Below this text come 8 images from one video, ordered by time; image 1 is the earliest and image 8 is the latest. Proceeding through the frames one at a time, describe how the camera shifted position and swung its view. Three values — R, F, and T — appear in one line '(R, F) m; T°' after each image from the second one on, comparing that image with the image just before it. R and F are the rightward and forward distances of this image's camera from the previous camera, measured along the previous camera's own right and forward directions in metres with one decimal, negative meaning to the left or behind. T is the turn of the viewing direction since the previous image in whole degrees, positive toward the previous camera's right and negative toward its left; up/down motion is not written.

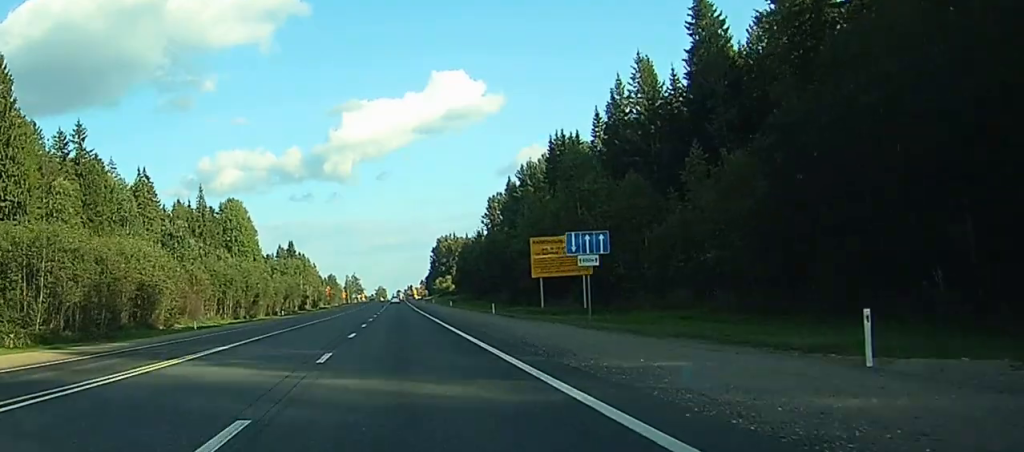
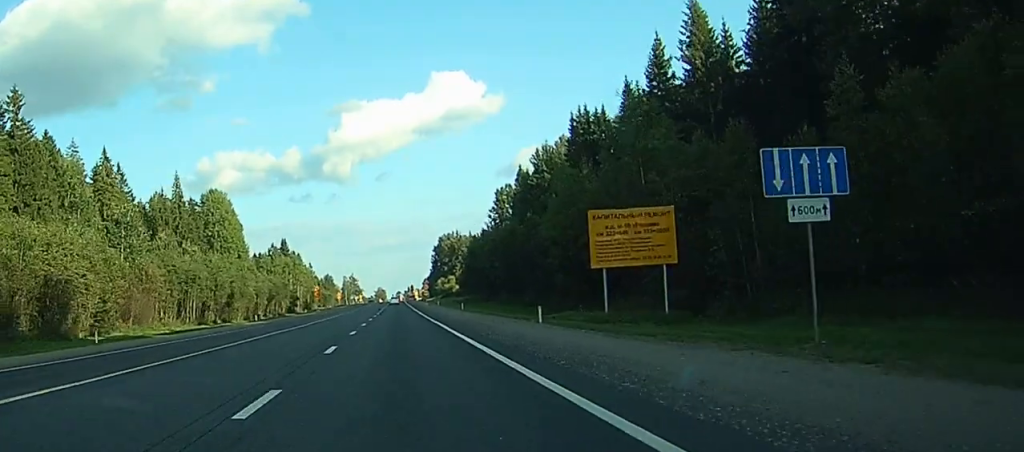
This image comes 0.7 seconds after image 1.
(+0.3, +20.4) m; -1°
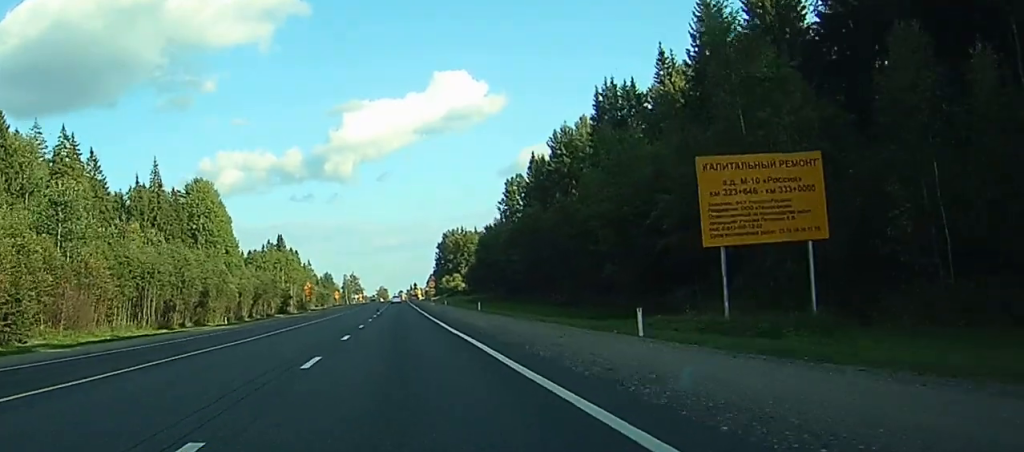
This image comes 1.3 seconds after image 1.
(-0.4, +16.7) m; 0°
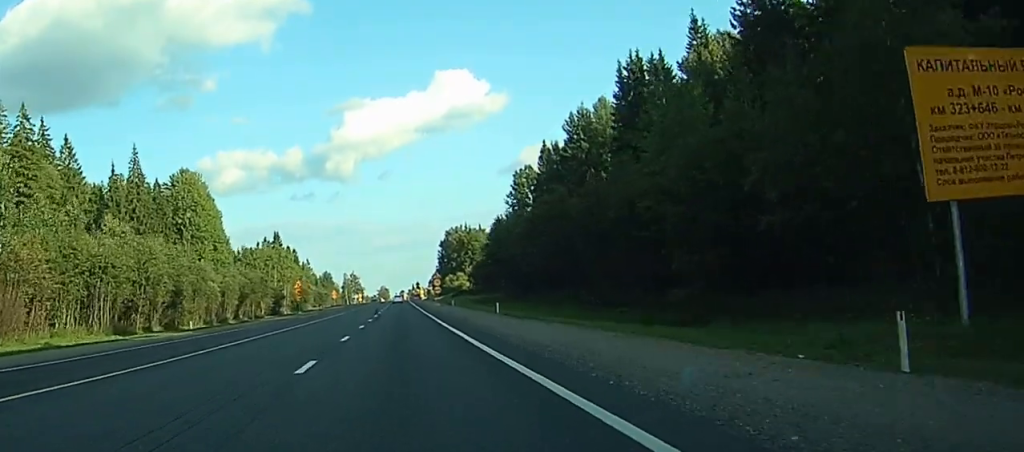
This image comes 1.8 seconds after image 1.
(-0.2, +13.0) m; 0°
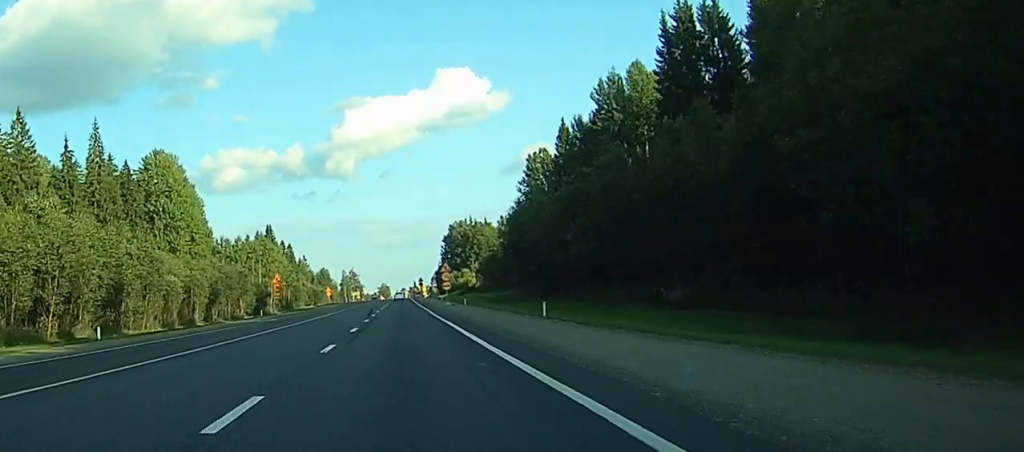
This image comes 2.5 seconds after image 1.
(+0.2, +19.4) m; +1°
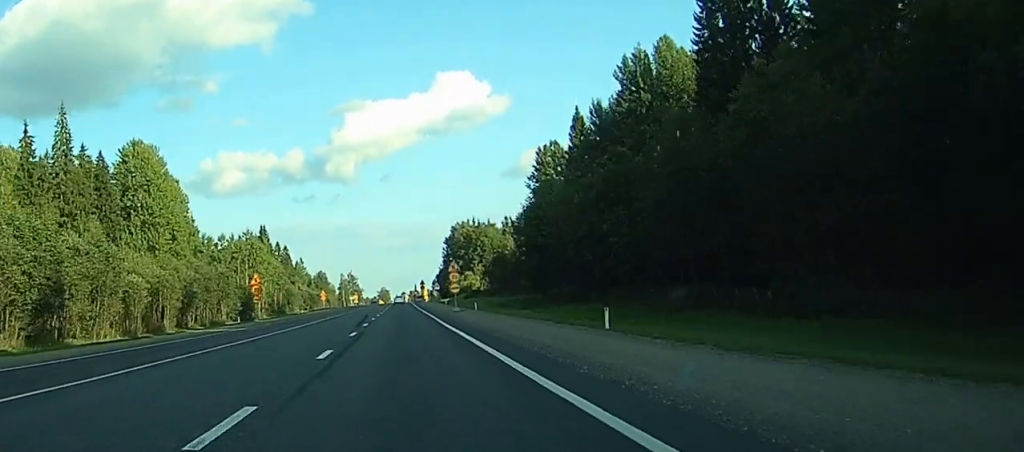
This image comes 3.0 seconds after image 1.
(0.0, +12.9) m; 0°
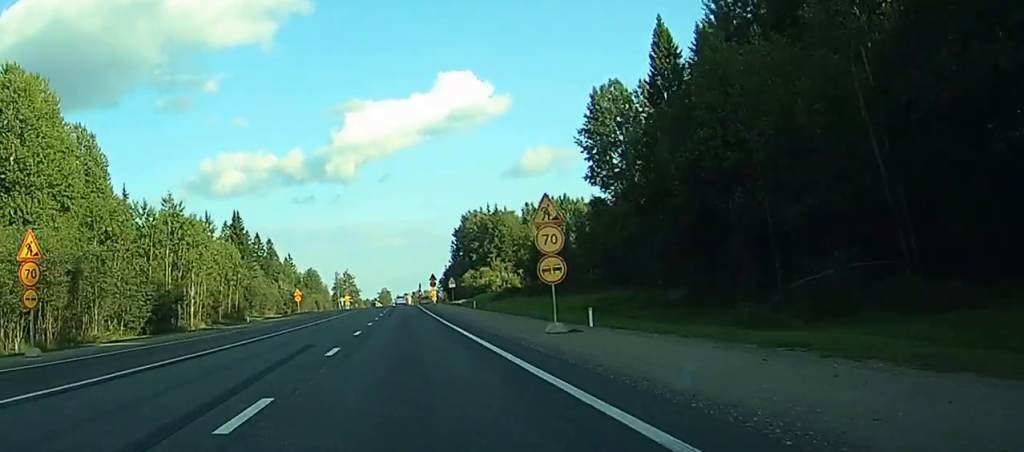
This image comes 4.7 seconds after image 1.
(+0.1, +47.4) m; 0°
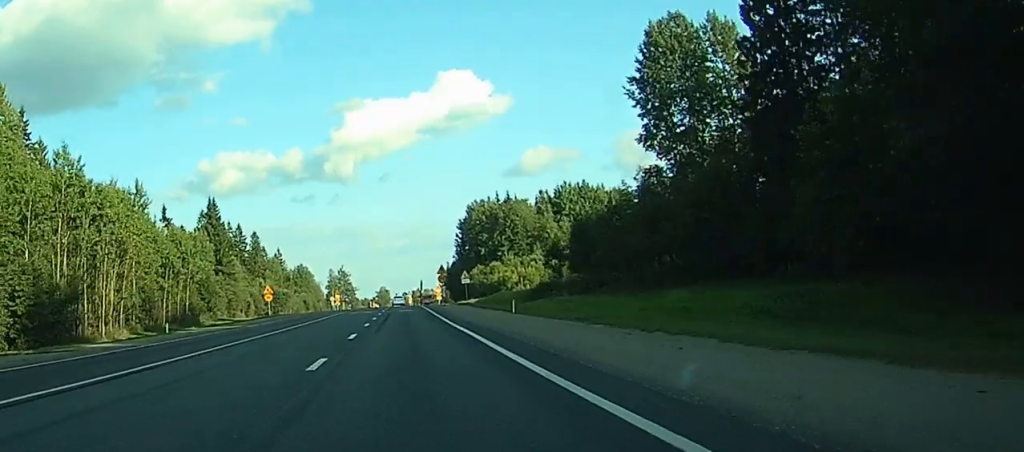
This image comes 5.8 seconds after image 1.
(+0.1, +28.8) m; 0°
